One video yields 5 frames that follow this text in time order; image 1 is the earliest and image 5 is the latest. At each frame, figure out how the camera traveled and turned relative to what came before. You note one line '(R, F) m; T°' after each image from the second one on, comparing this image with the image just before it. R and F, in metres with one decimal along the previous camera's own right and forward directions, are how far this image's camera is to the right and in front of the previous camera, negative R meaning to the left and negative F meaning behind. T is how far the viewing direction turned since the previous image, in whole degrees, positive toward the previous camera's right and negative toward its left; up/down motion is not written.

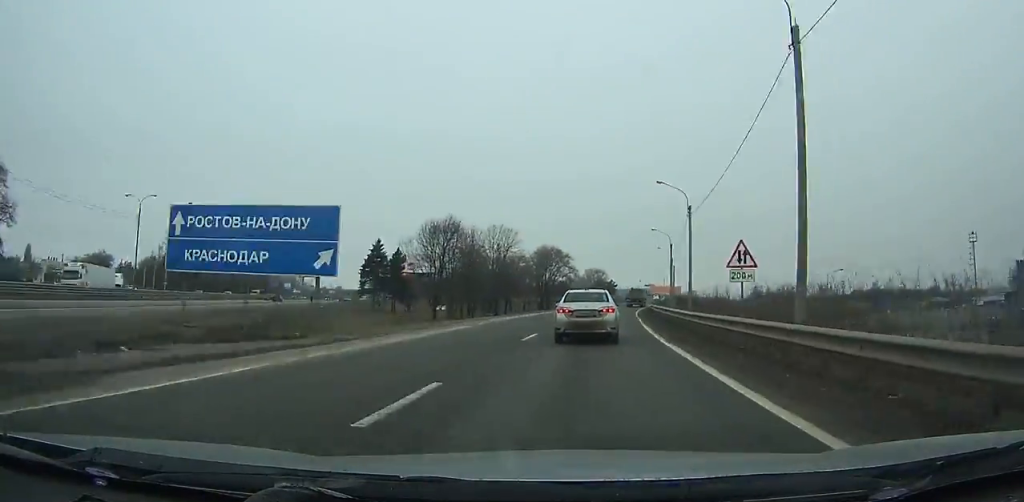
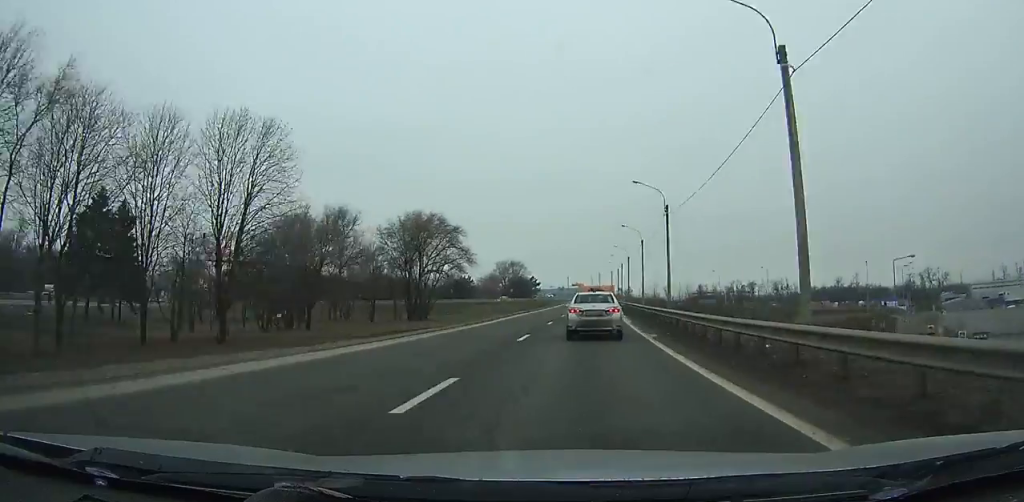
(+4.1, +60.7) m; +6°
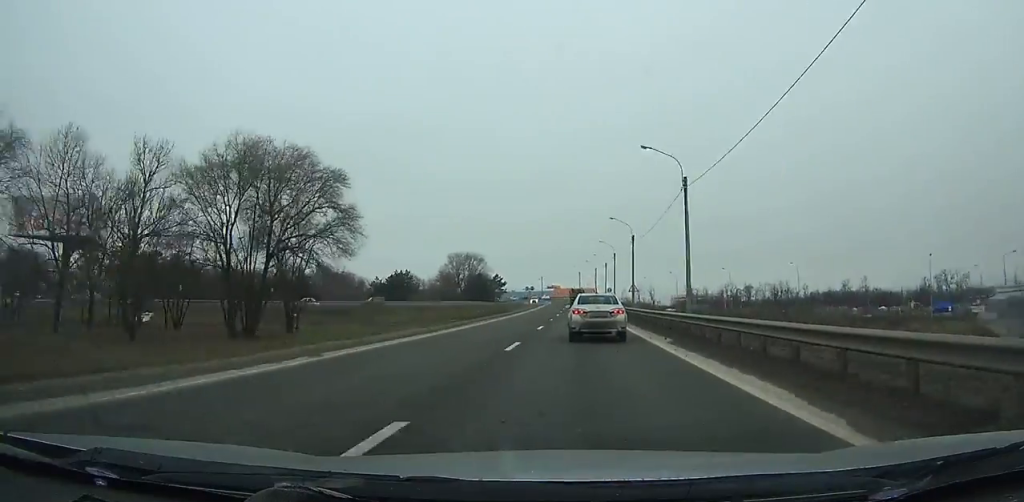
(+0.8, +38.4) m; +2°
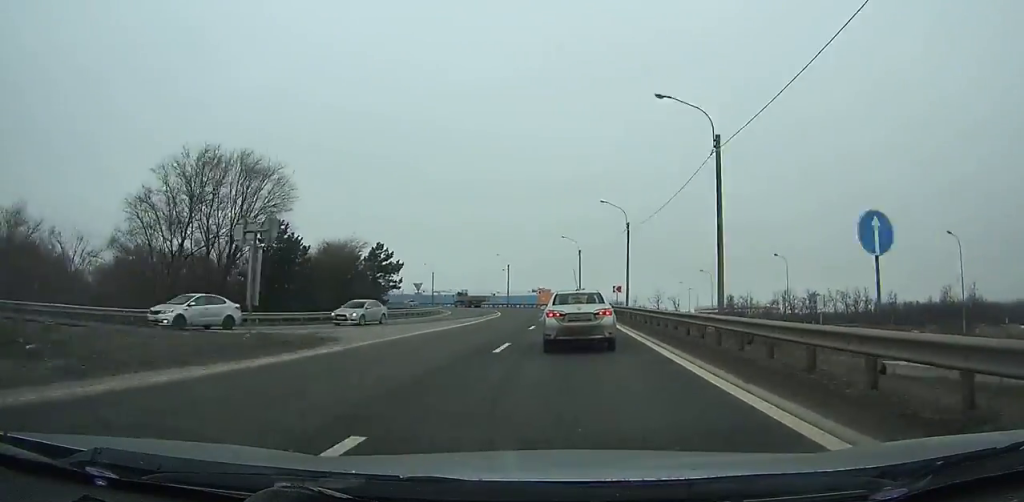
(+0.9, +91.2) m; -1°
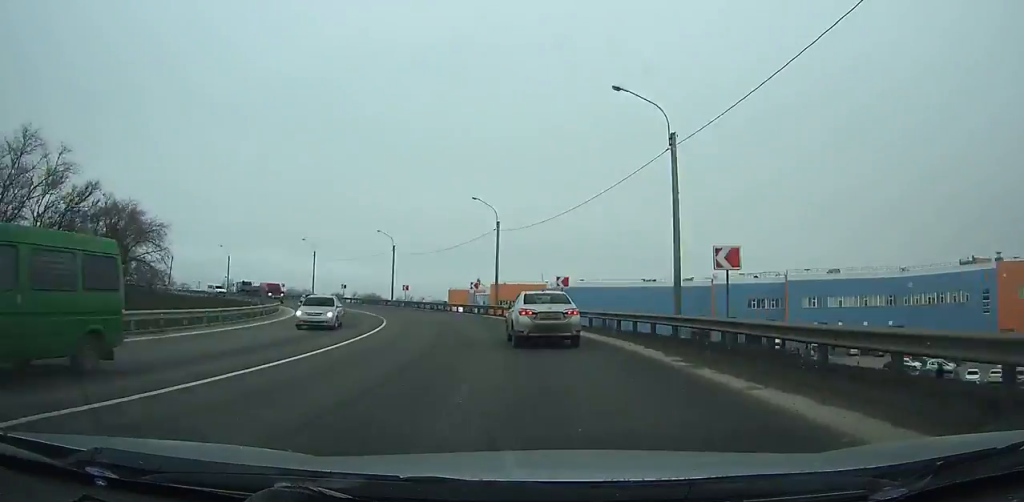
(-33.2, +107.0) m; -45°
